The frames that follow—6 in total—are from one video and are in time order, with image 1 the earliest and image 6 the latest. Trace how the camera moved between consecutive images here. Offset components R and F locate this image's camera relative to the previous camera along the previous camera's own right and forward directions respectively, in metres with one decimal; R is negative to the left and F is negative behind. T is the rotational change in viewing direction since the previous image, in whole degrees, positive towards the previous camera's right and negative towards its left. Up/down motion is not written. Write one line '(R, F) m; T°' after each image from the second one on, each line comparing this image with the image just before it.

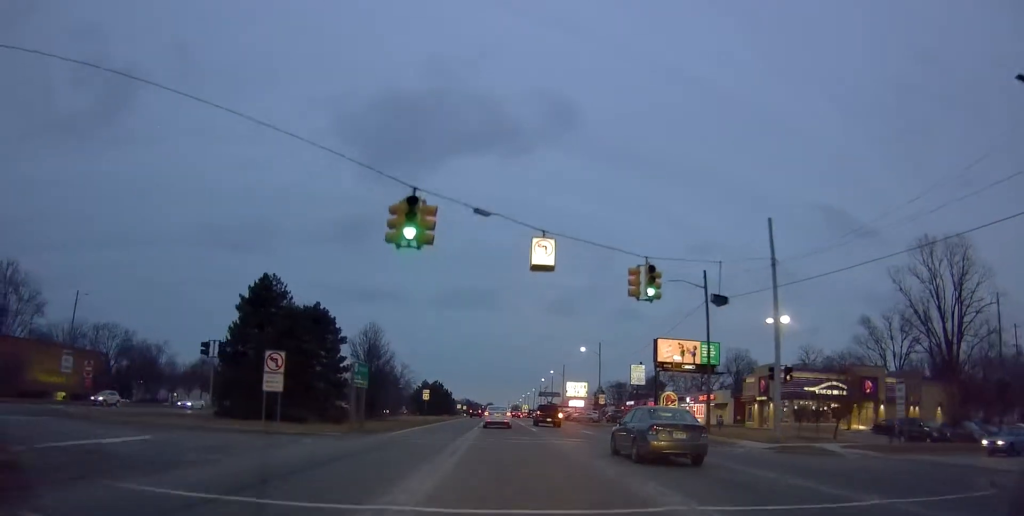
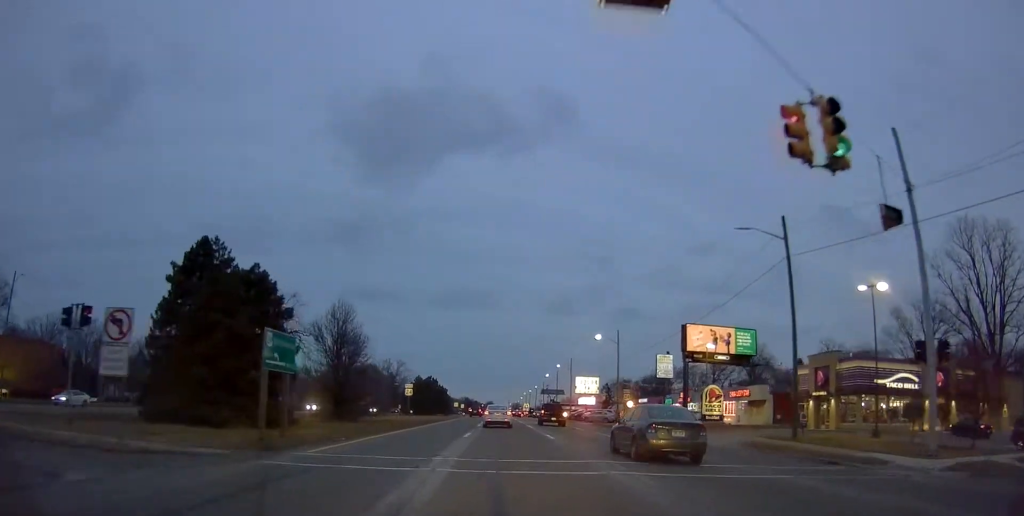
(+0.3, +11.8) m; +1°
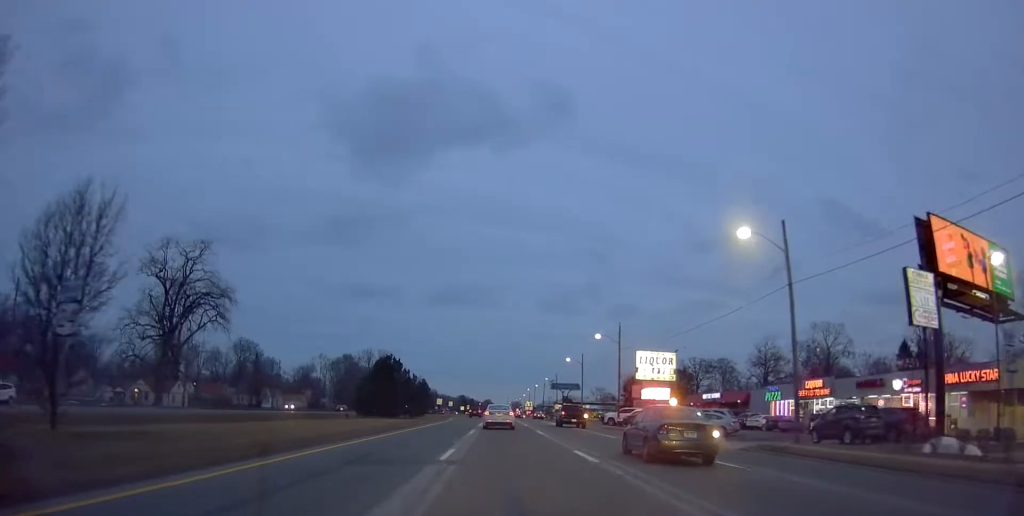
(+0.1, +40.3) m; +1°
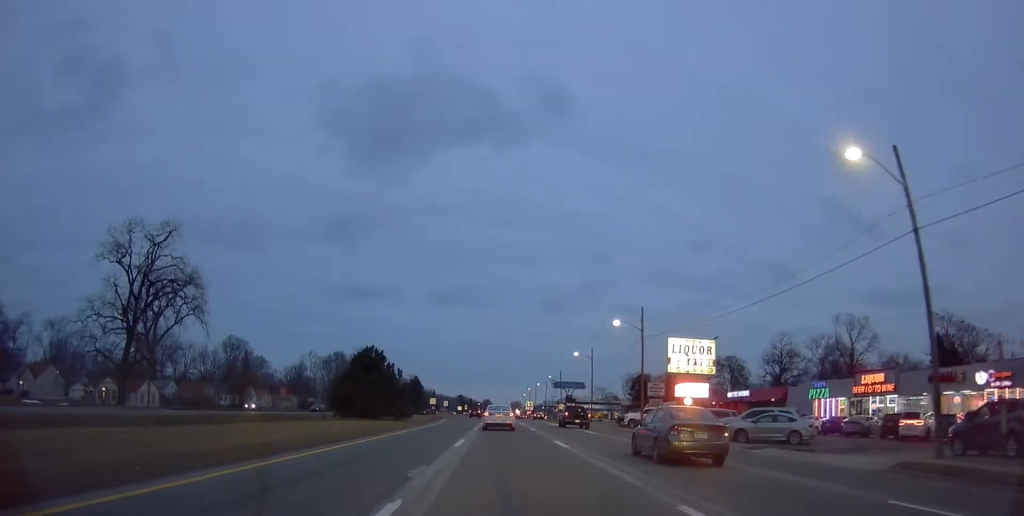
(0.0, +9.9) m; -1°
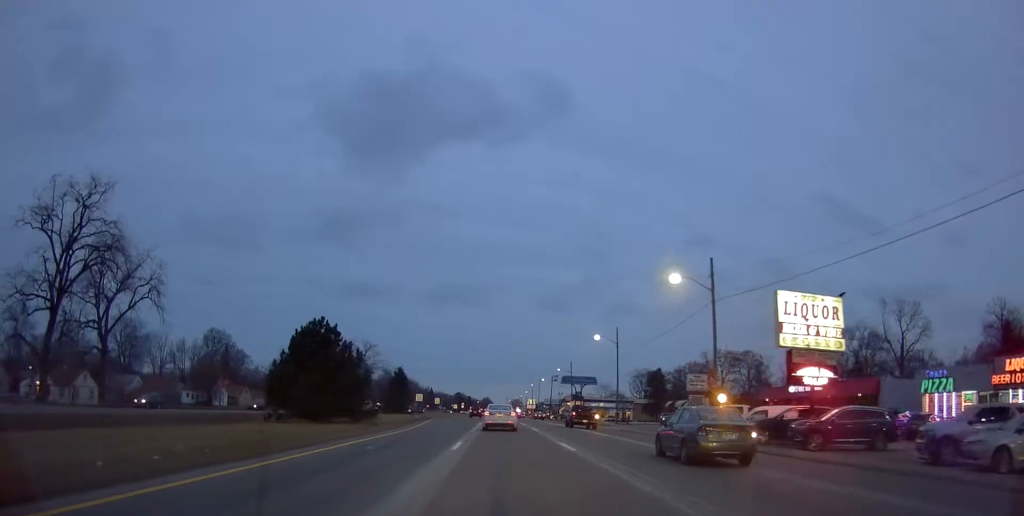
(-0.3, +17.1) m; -1°
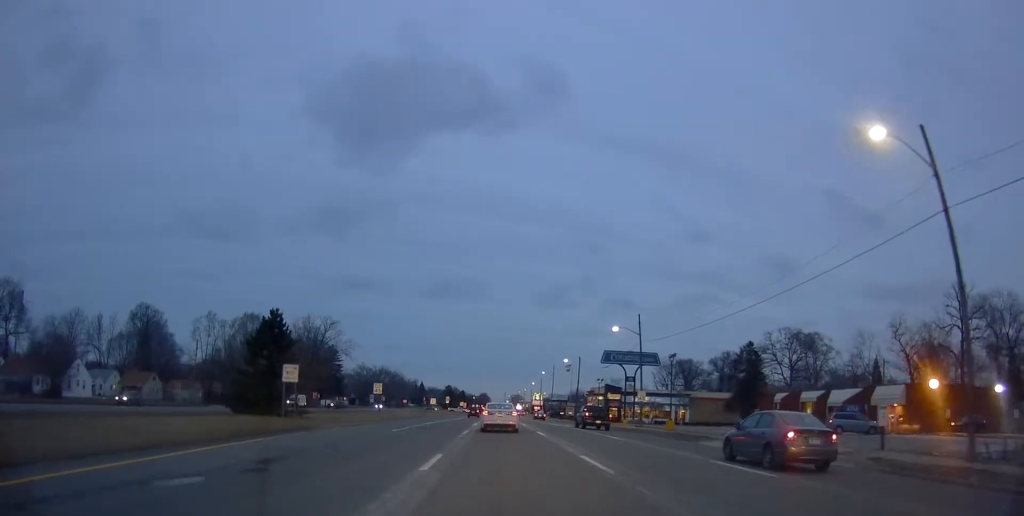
(+1.1, +51.2) m; 0°
